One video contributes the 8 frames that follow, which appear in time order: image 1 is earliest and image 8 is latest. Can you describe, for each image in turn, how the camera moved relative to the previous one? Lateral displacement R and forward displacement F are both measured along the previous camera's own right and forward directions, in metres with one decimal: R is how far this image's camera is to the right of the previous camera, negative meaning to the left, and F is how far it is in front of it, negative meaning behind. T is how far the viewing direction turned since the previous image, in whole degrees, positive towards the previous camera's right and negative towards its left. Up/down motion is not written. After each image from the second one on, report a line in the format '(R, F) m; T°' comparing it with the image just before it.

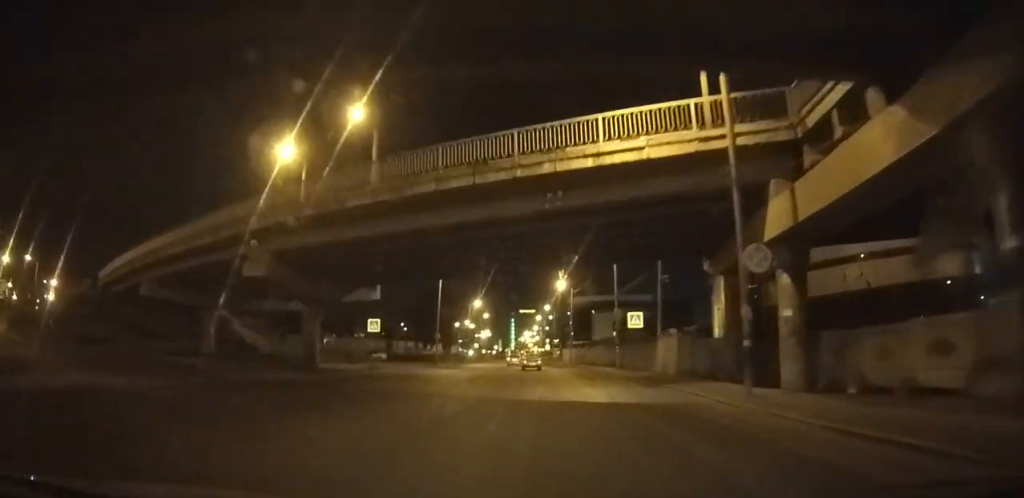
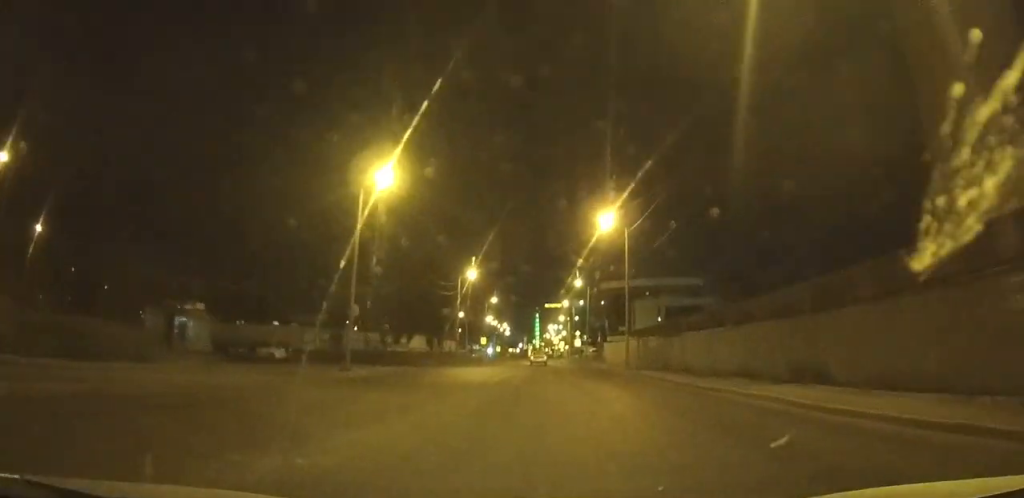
(0.0, +42.0) m; -1°
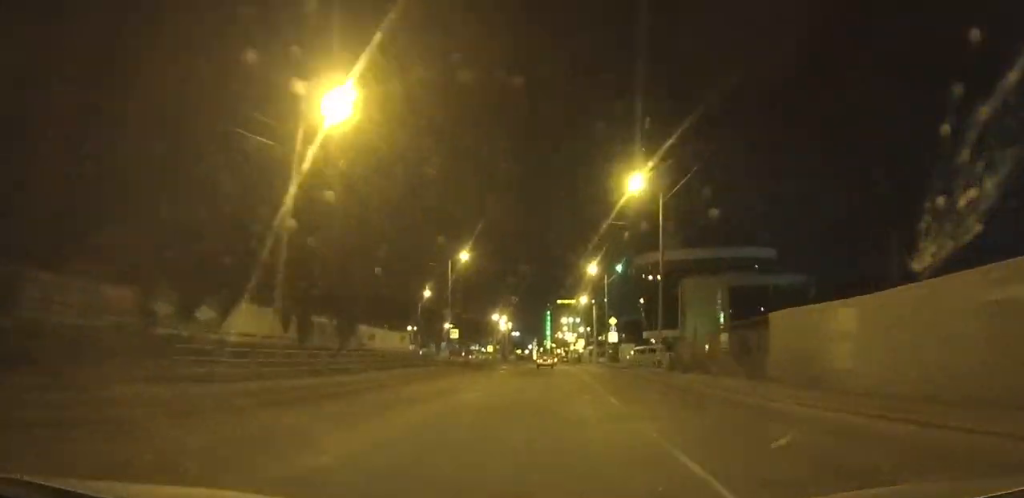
(-0.7, +50.5) m; -1°
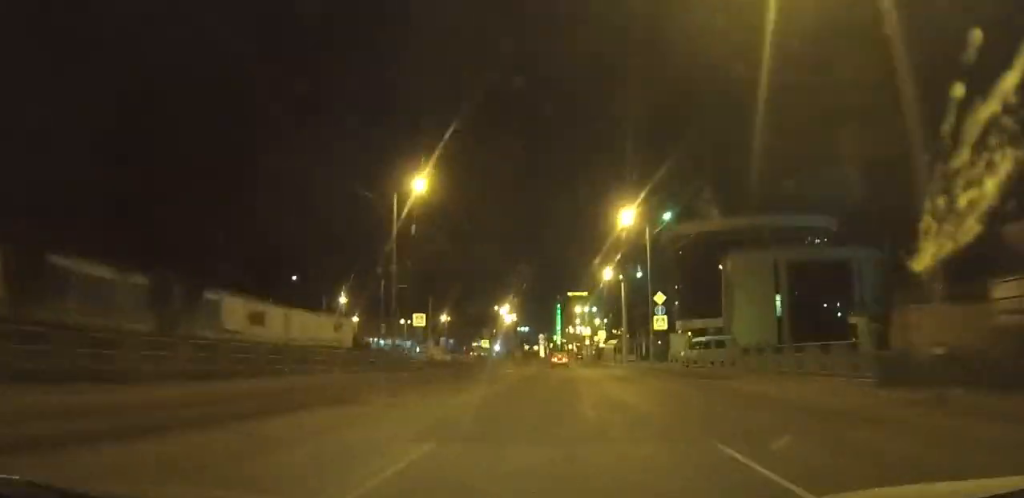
(0.0, +24.4) m; 0°
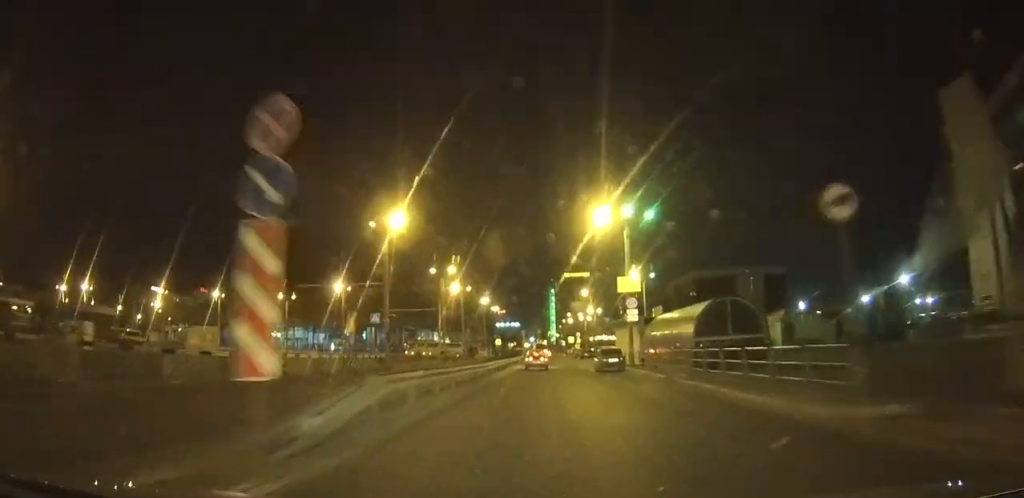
(+0.3, +77.0) m; -1°
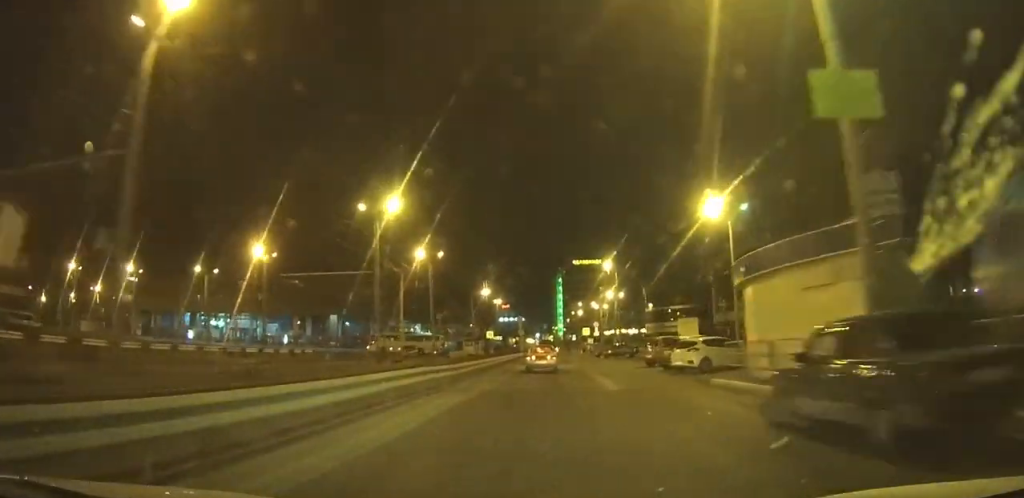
(-0.3, +25.5) m; -1°
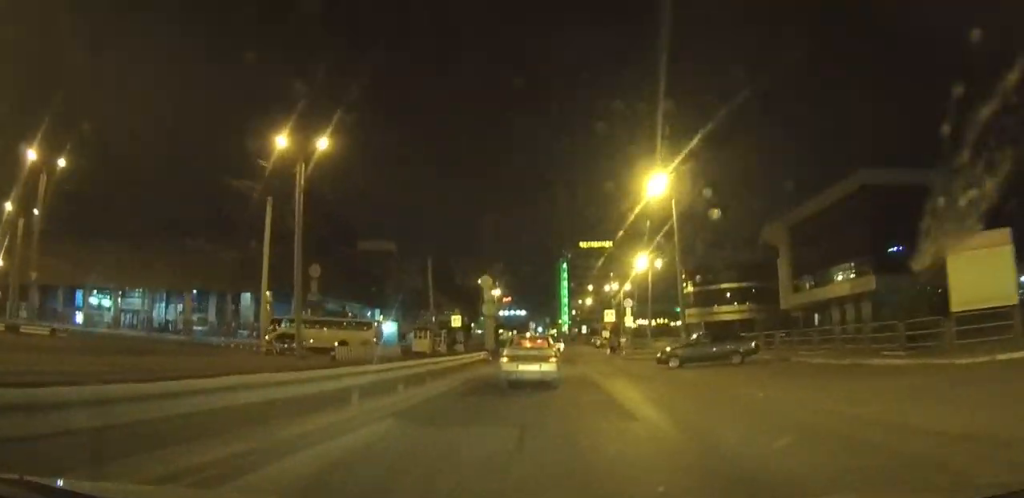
(-0.4, +30.1) m; -1°
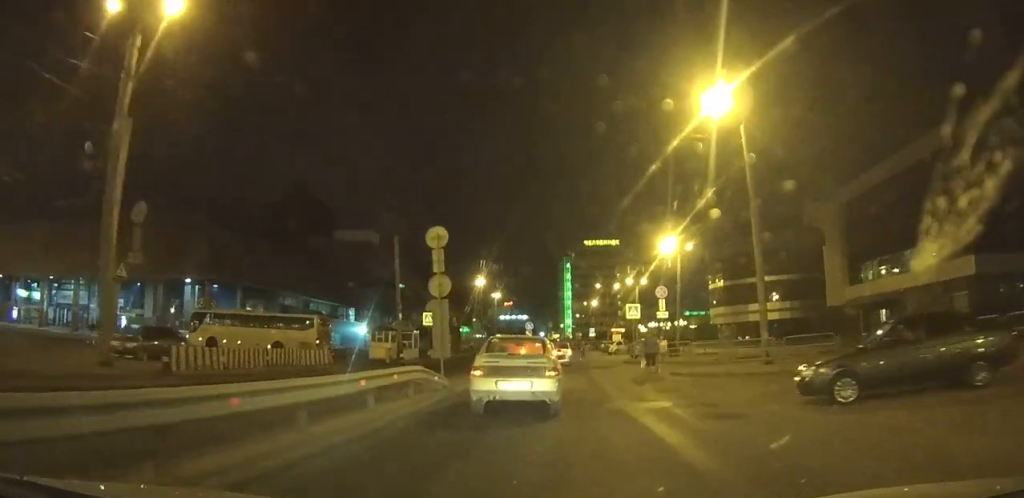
(-0.1, +13.1) m; -1°
